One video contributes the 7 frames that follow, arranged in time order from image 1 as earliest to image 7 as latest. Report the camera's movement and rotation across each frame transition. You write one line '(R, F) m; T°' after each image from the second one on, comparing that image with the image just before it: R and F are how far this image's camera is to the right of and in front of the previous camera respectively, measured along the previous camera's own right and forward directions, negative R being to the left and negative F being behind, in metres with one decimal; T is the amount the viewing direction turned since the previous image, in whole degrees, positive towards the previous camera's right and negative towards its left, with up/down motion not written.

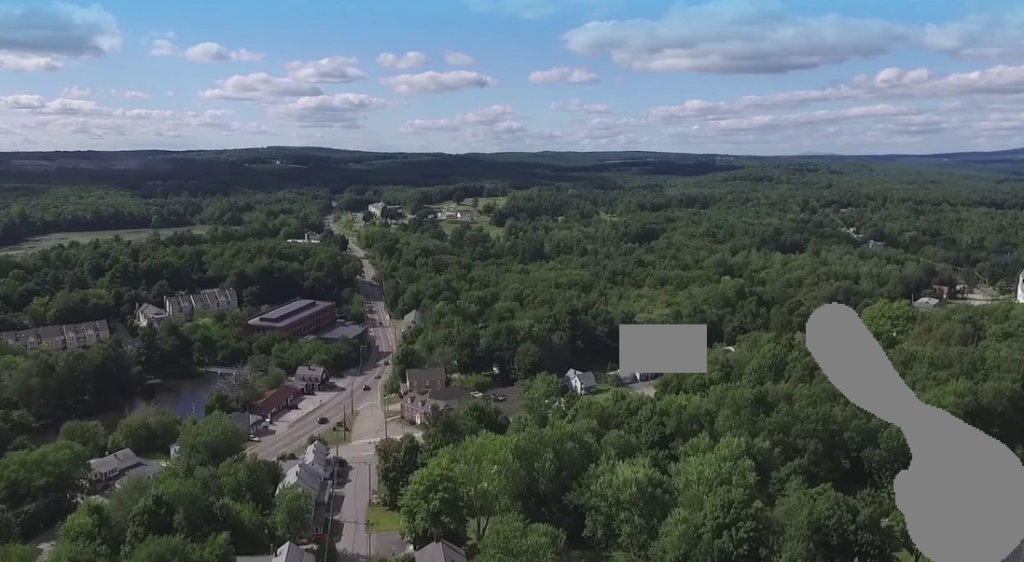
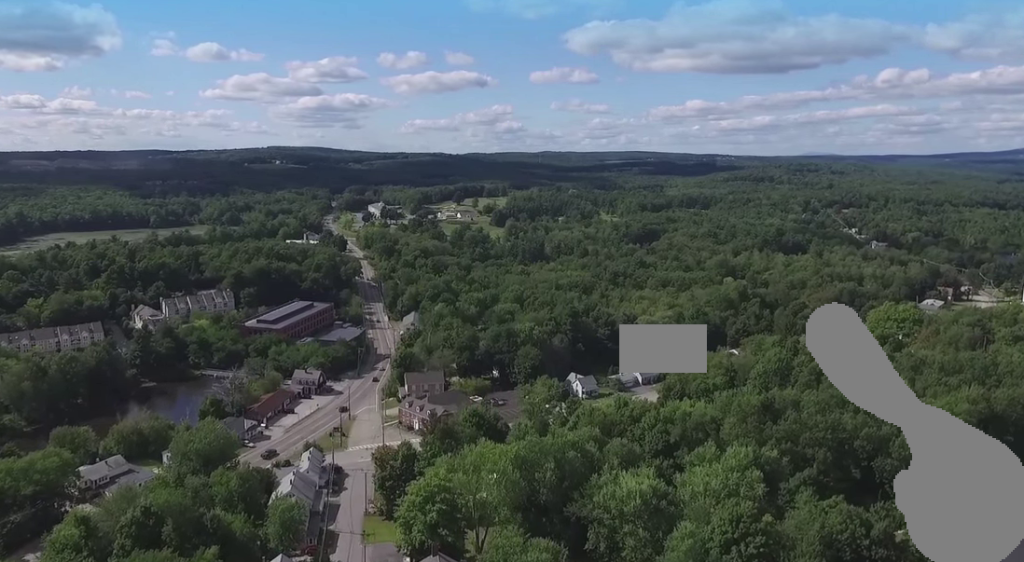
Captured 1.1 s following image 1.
(0.0, +4.5) m; +2°
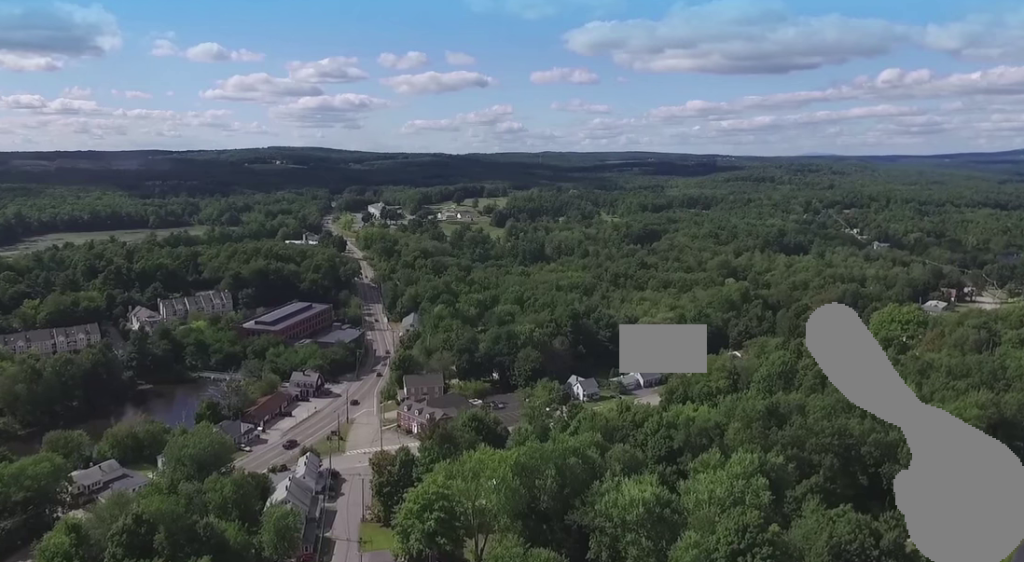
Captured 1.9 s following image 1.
(+0.1, +3.3) m; +2°
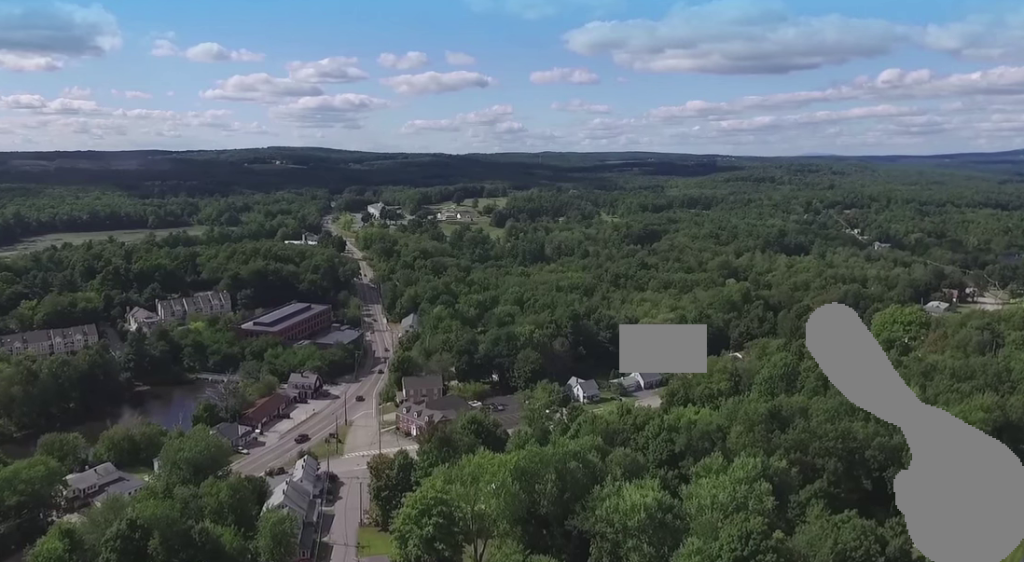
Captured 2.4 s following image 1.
(0.0, +2.0) m; +1°
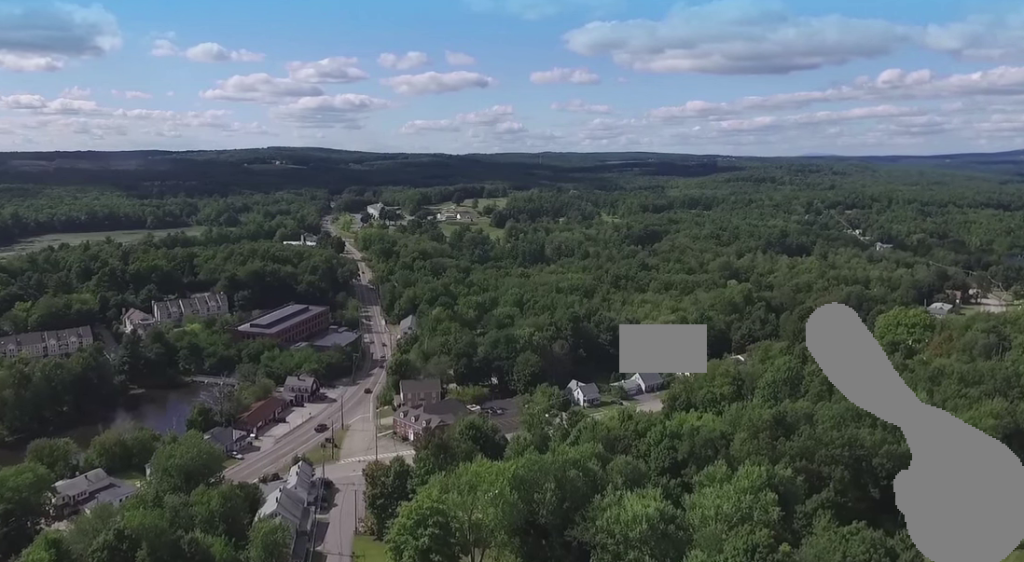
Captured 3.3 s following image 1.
(0.0, +3.7) m; 0°
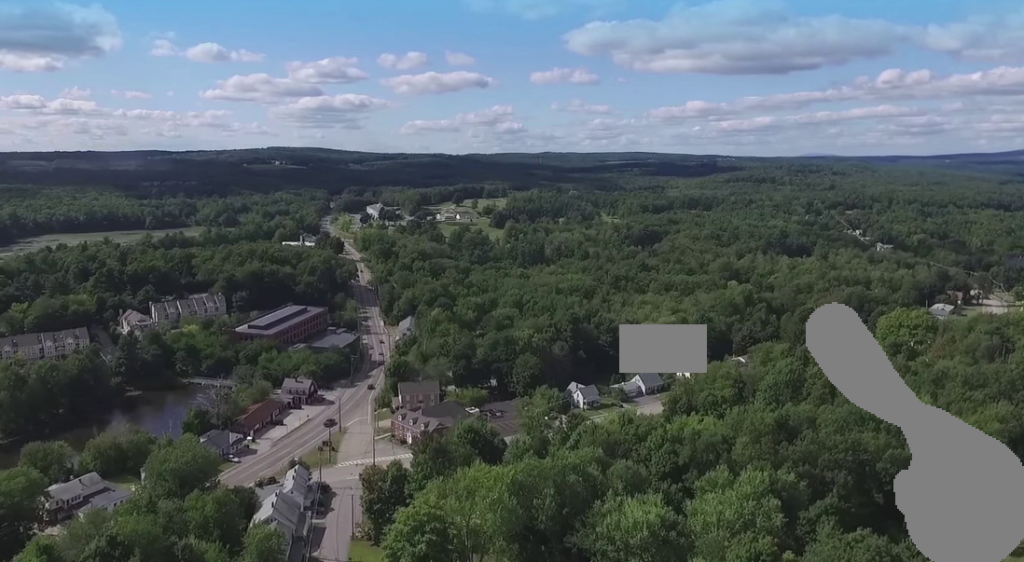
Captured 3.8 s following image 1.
(0.0, +2.1) m; 0°
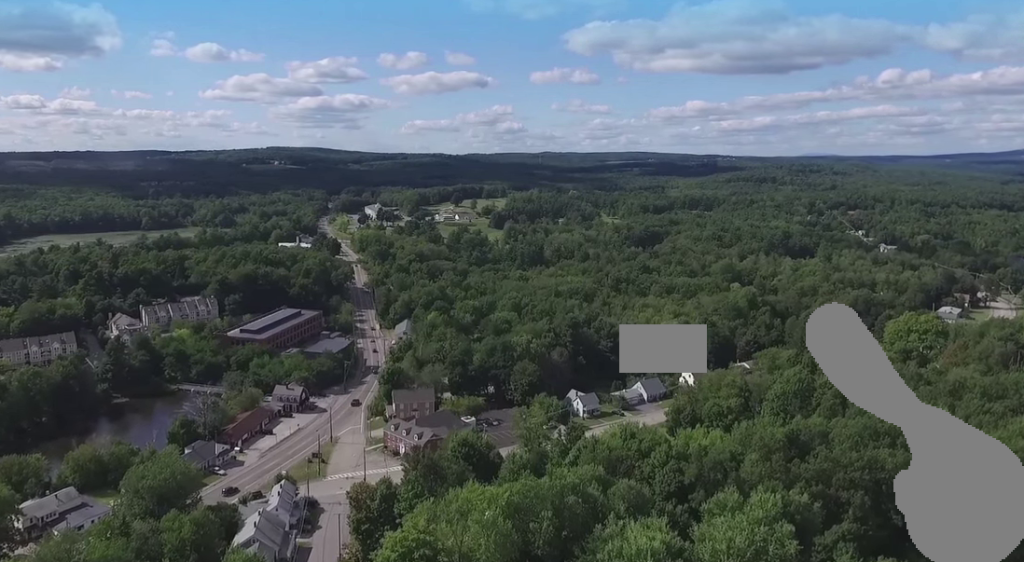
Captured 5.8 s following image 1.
(-0.2, +8.7) m; -4°
